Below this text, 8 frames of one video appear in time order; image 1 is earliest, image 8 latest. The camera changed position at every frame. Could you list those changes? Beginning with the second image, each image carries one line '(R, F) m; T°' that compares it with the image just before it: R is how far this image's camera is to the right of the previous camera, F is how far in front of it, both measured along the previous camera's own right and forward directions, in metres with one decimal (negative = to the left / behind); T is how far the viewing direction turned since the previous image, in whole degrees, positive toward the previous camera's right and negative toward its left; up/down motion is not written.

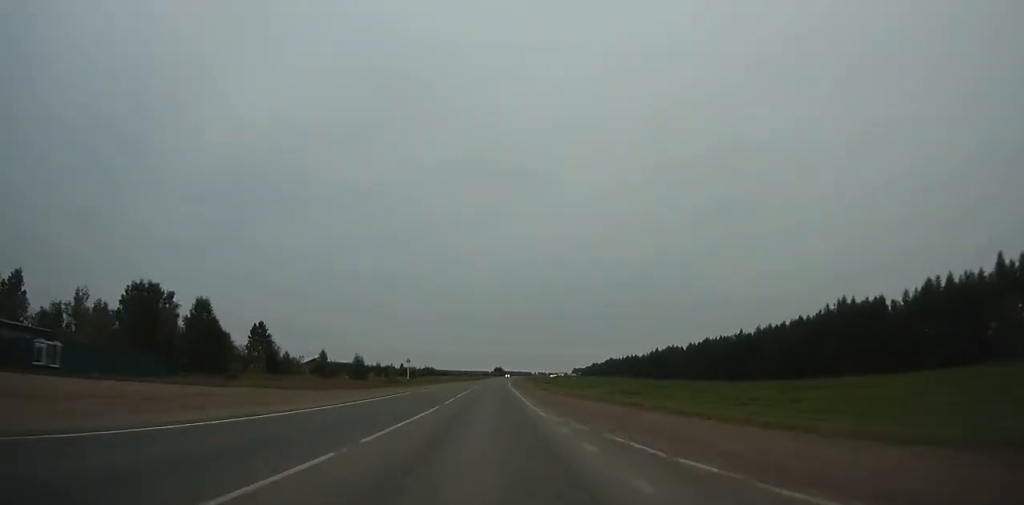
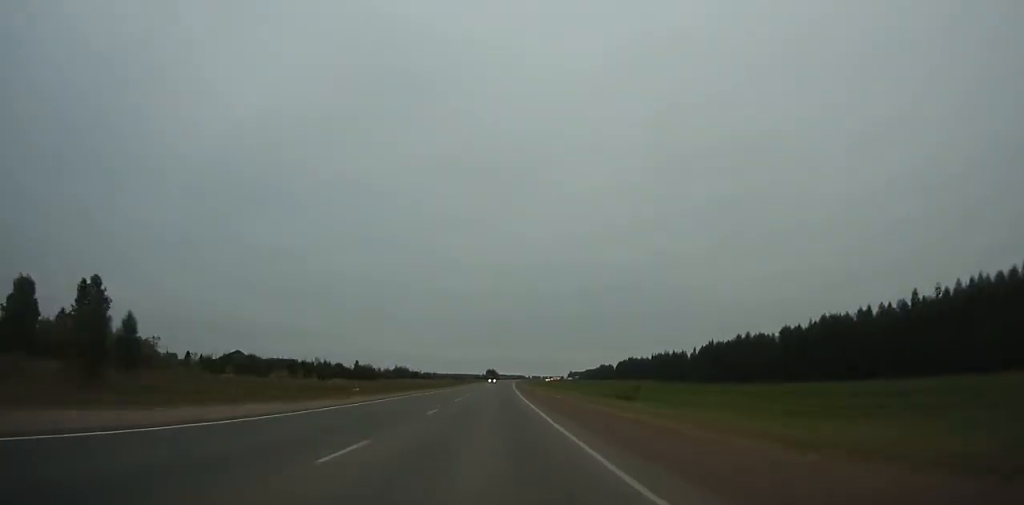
(+0.1, +83.6) m; +1°
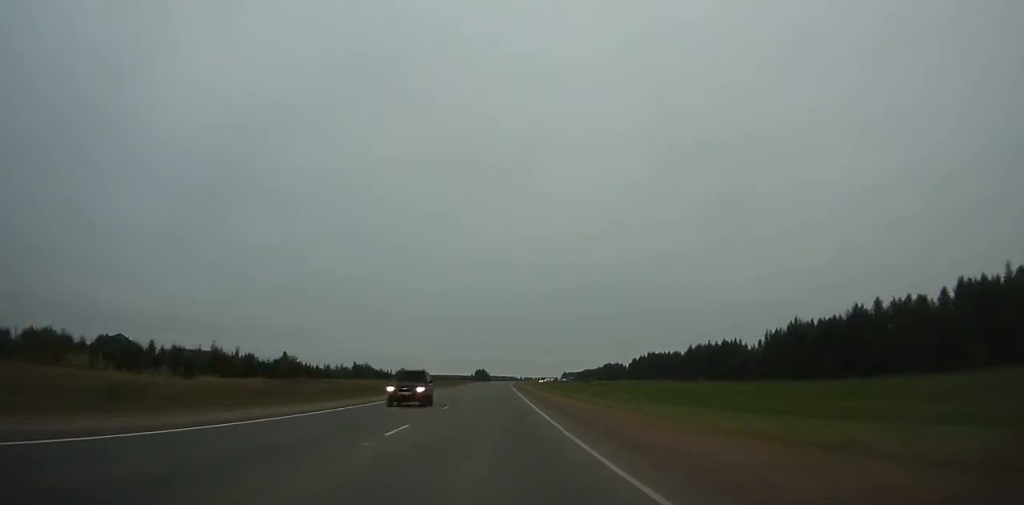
(+0.4, +69.2) m; +1°
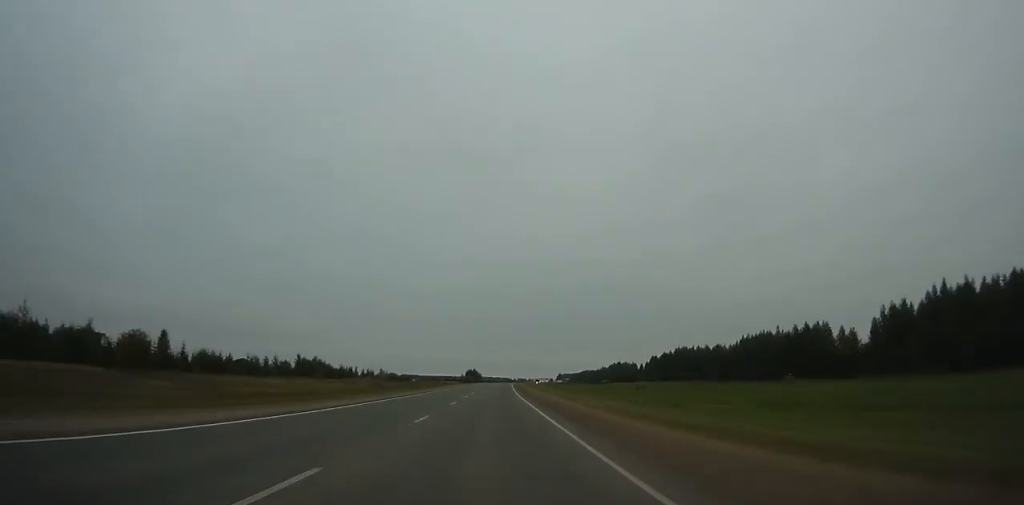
(+0.3, +54.9) m; +1°
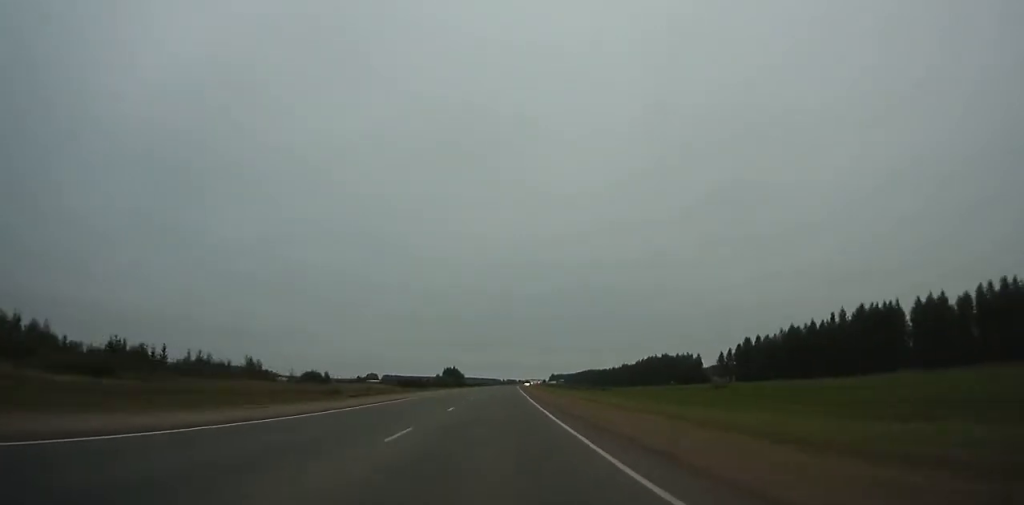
(+1.4, +122.8) m; +1°
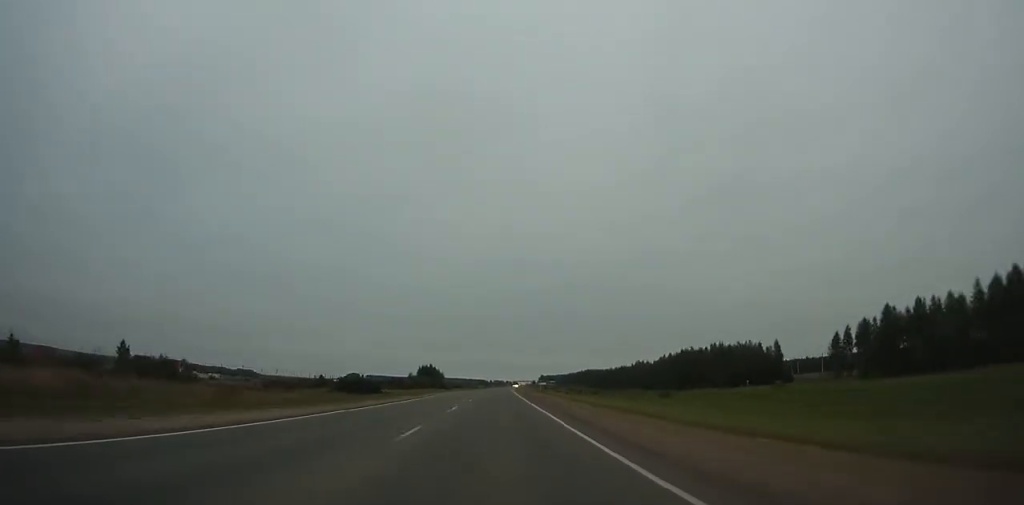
(+0.5, +70.7) m; +1°
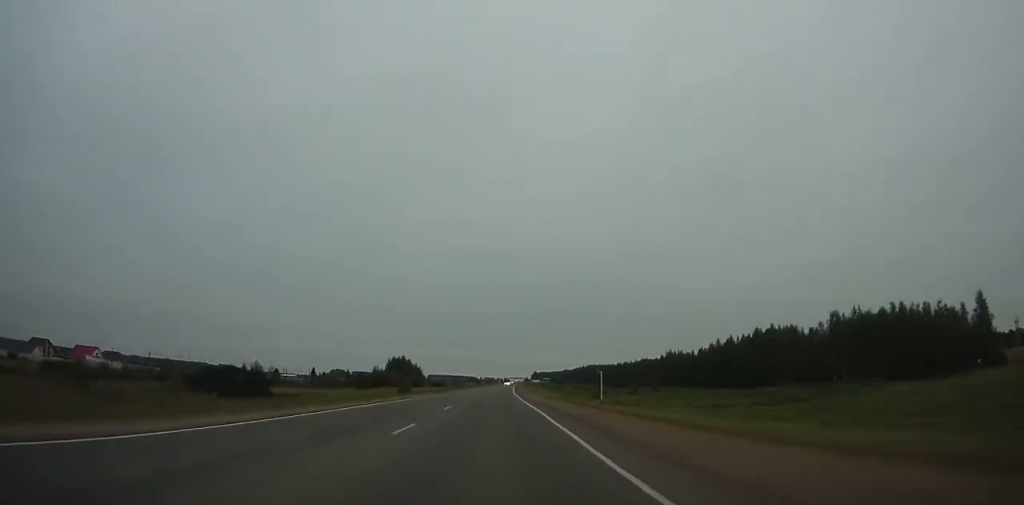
(+0.7, +70.9) m; +1°
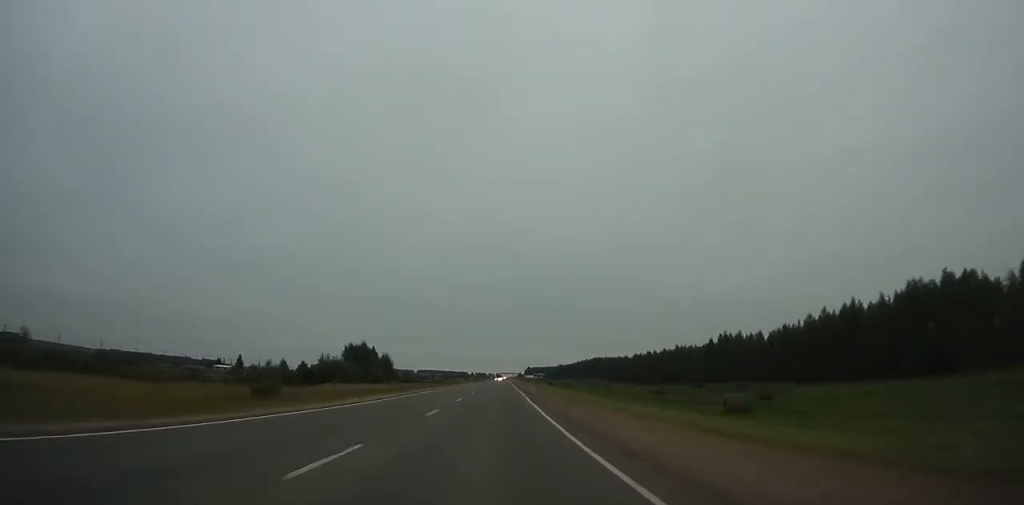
(+0.6, +67.7) m; +1°
